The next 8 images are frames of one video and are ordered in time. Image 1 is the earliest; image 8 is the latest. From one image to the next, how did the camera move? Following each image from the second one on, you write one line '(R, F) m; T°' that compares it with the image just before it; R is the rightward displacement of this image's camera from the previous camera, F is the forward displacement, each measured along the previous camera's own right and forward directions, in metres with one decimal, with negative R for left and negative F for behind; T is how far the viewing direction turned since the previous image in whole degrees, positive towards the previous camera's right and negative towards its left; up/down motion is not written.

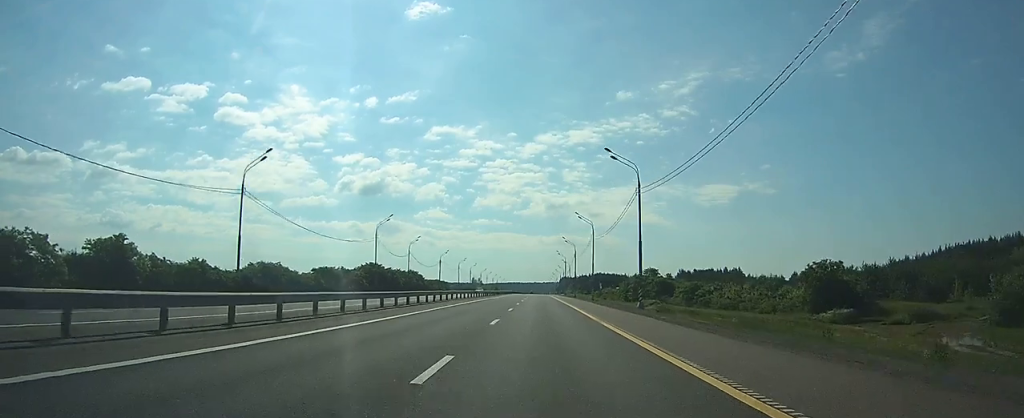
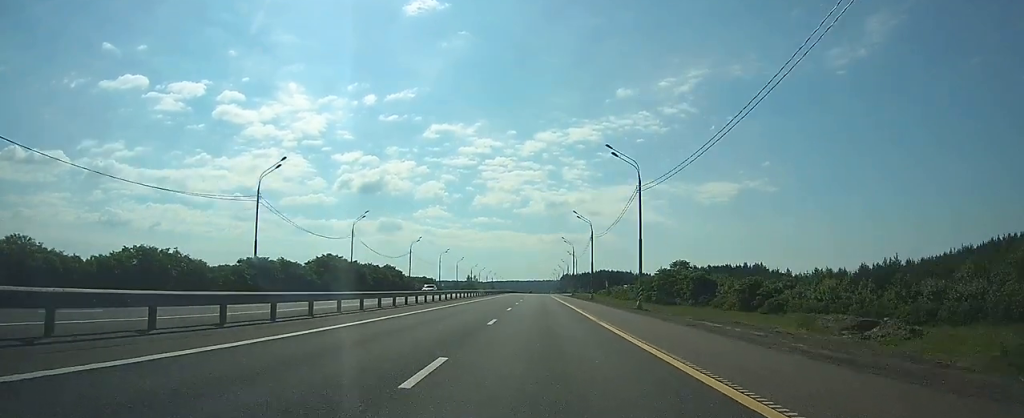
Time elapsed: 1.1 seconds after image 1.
(0.0, +35.9) m; 0°
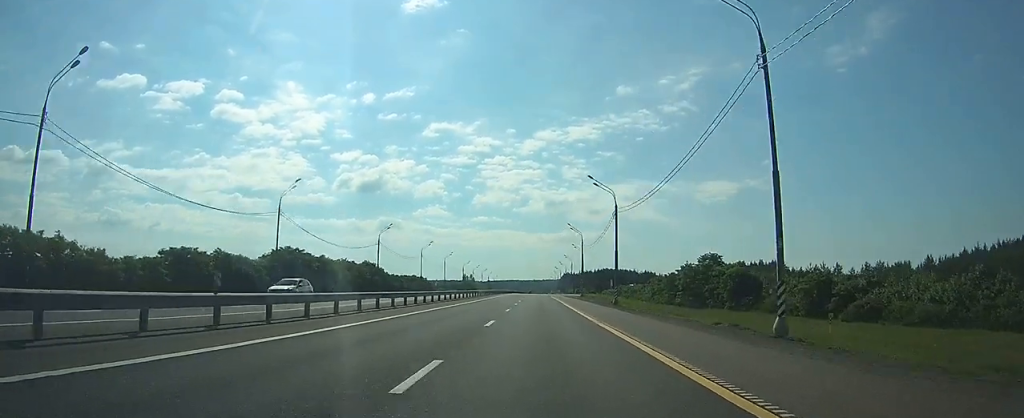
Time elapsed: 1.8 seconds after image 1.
(0.0, +24.0) m; 0°
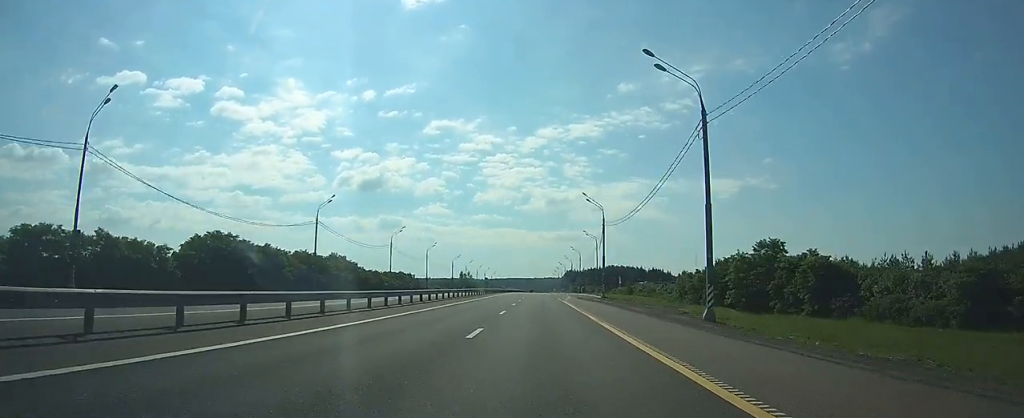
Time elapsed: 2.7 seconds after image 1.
(0.0, +28.4) m; 0°
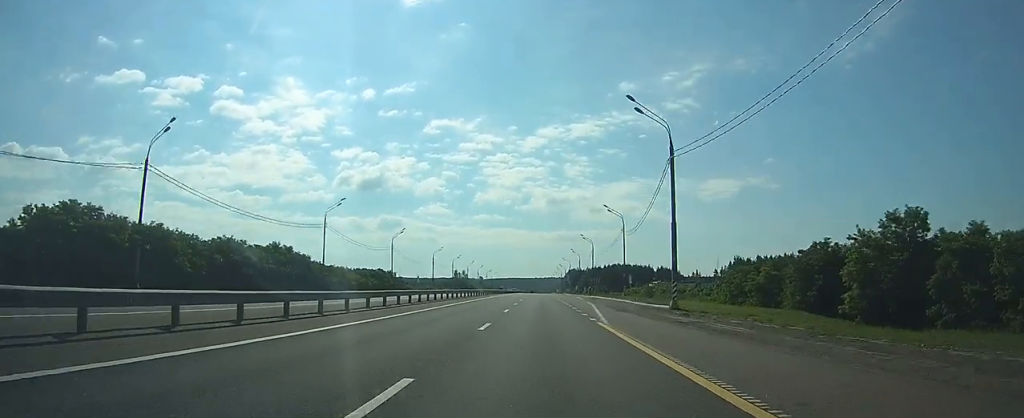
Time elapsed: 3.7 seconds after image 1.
(0.0, +32.8) m; 0°
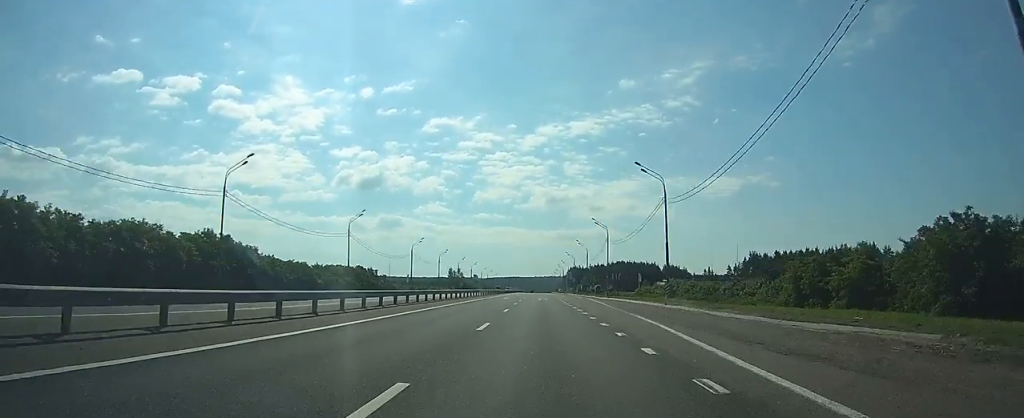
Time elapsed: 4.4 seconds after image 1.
(0.0, +24.1) m; 0°
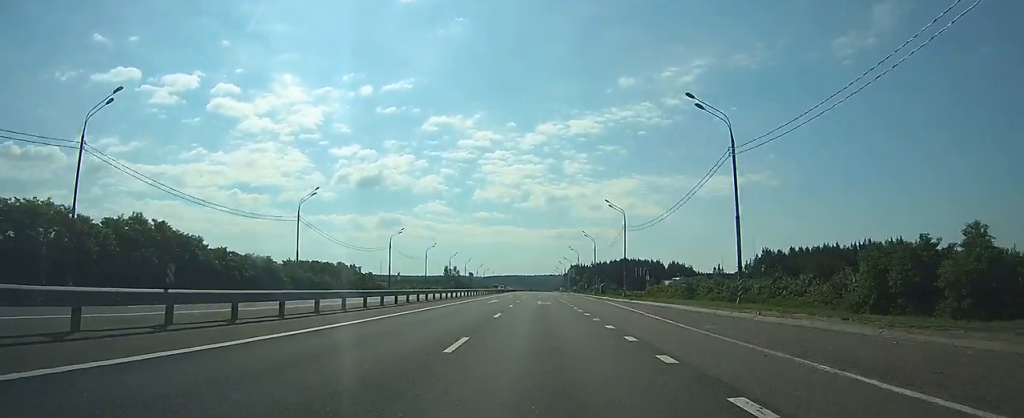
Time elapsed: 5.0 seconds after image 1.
(0.0, +17.5) m; 0°
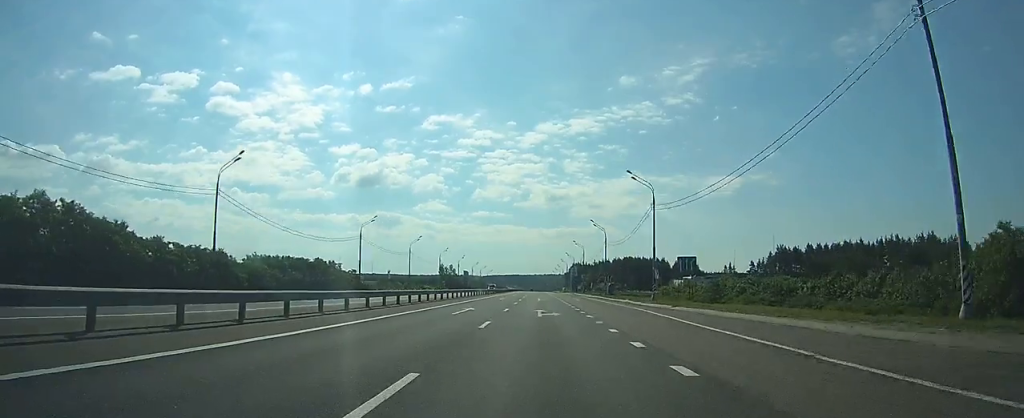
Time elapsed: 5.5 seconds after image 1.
(0.0, +17.5) m; 0°
